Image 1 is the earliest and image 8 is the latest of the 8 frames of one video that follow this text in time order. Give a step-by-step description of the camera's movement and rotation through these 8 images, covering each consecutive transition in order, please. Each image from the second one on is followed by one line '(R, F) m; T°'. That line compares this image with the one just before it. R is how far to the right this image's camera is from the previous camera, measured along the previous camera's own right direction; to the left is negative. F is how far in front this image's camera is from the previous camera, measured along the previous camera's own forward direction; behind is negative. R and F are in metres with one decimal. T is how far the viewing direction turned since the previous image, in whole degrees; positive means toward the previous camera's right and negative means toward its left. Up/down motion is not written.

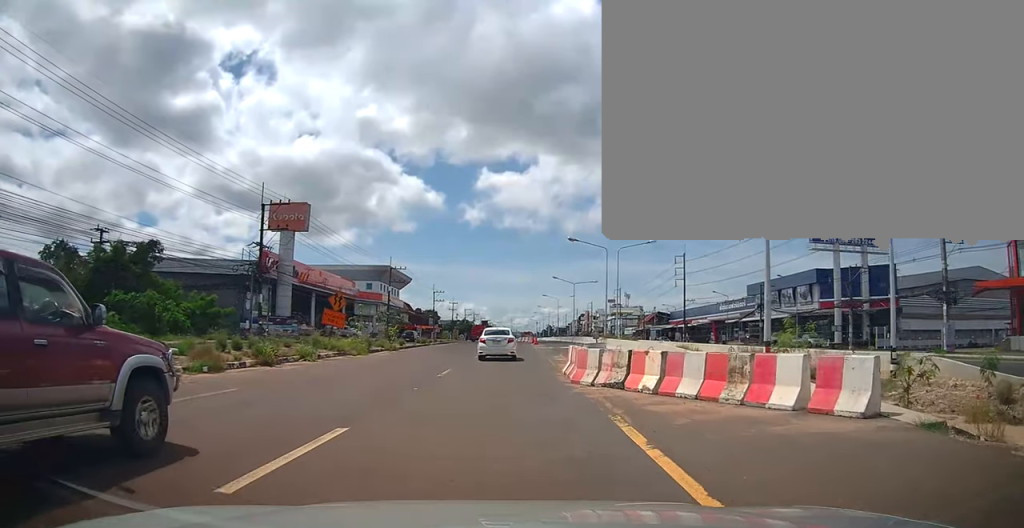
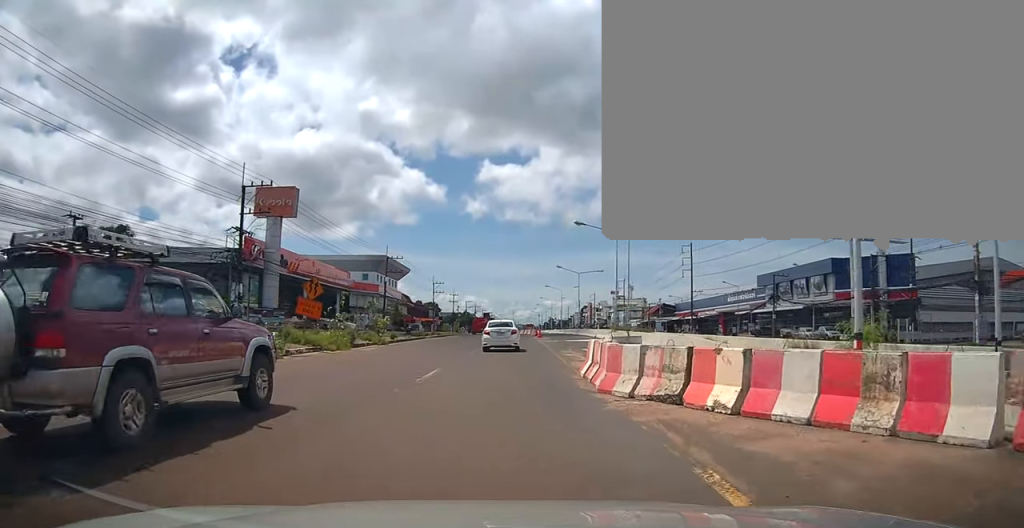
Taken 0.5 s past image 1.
(+0.3, +3.9) m; +2°
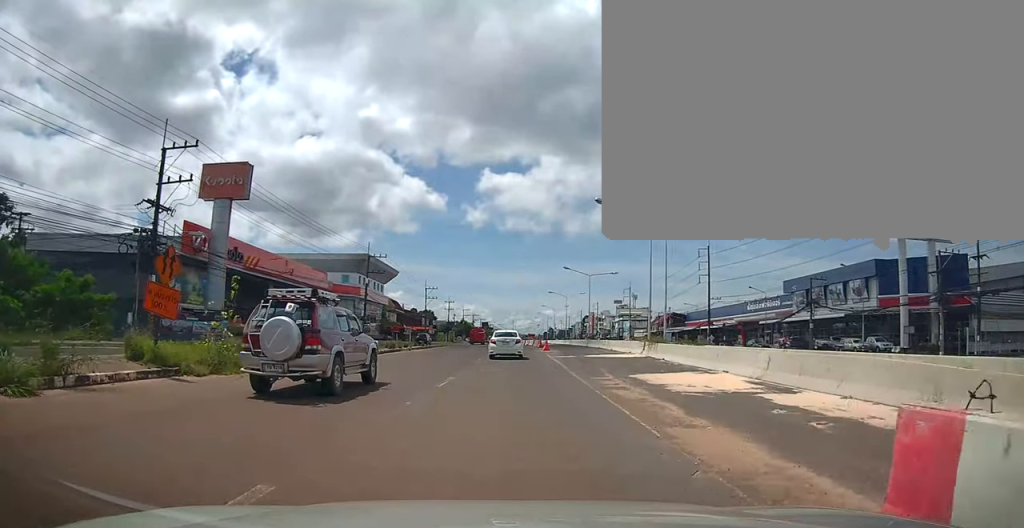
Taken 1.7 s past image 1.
(+0.4, +10.8) m; -3°
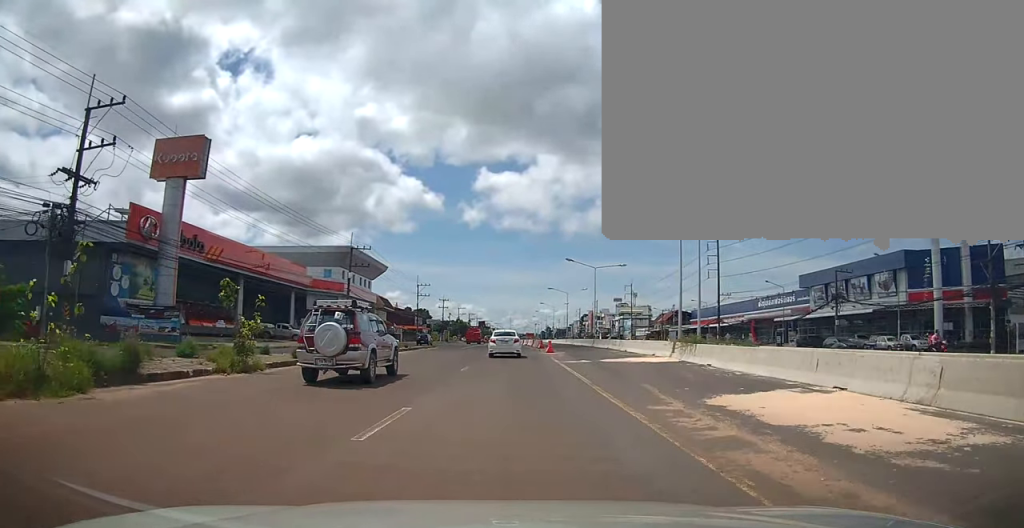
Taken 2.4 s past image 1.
(-0.5, +6.6) m; -1°
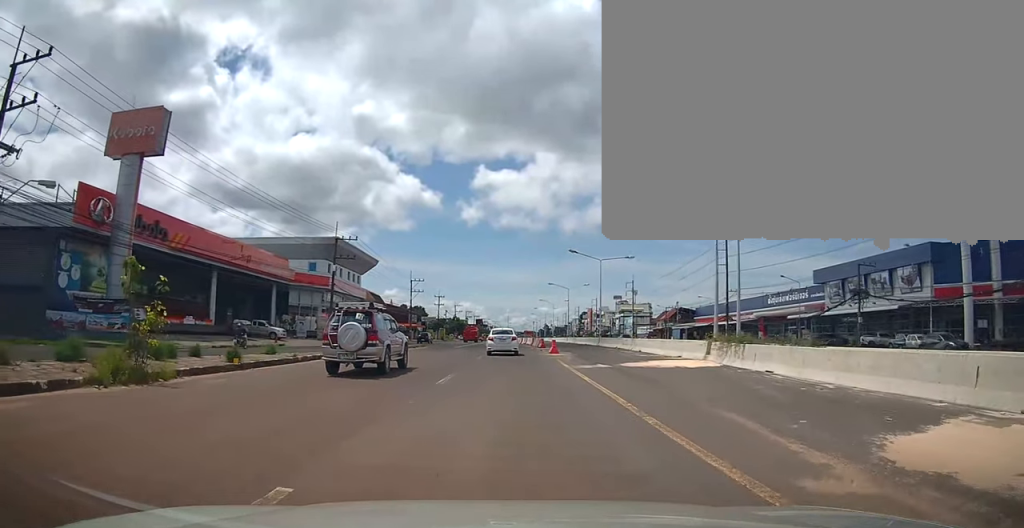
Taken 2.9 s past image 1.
(-0.3, +5.0) m; 0°
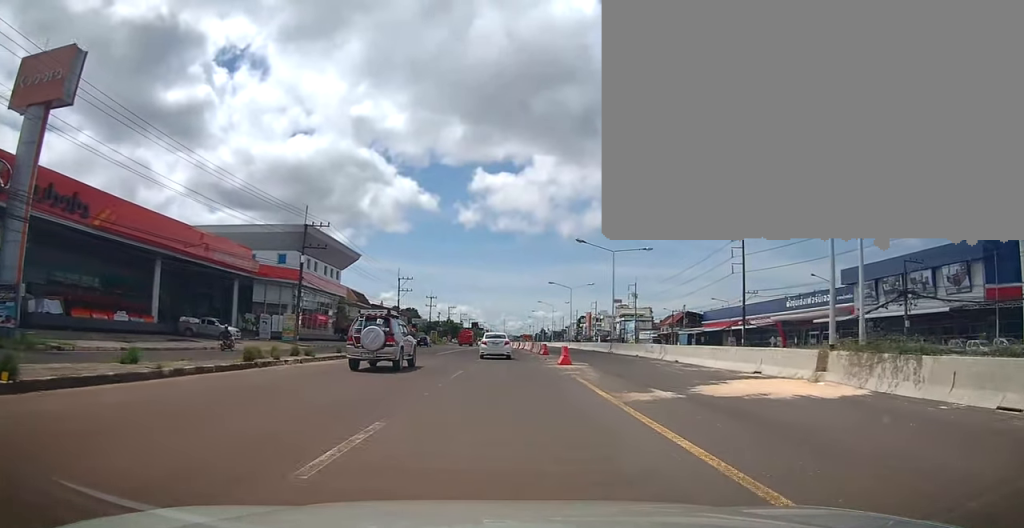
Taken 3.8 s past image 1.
(+0.7, +8.6) m; +4°
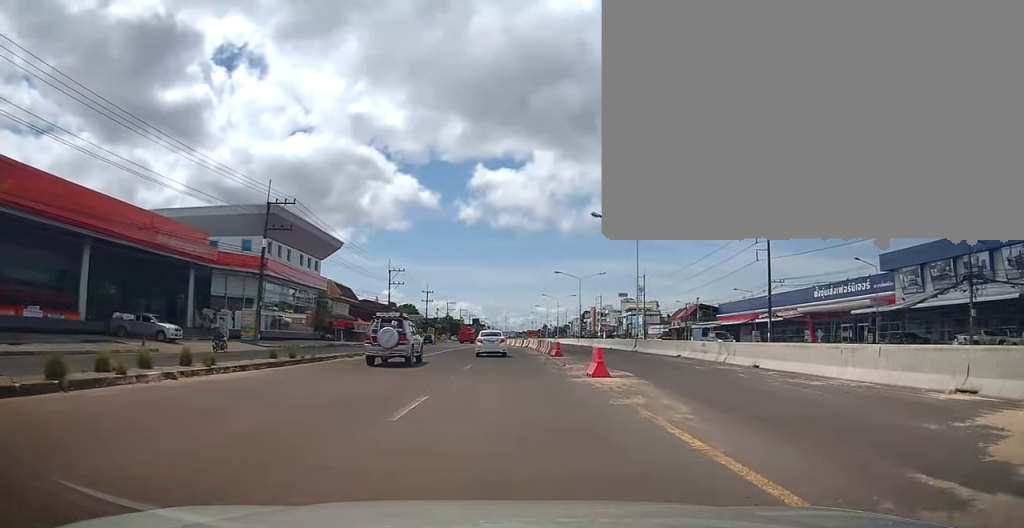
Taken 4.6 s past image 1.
(0.0, +8.8) m; 0°
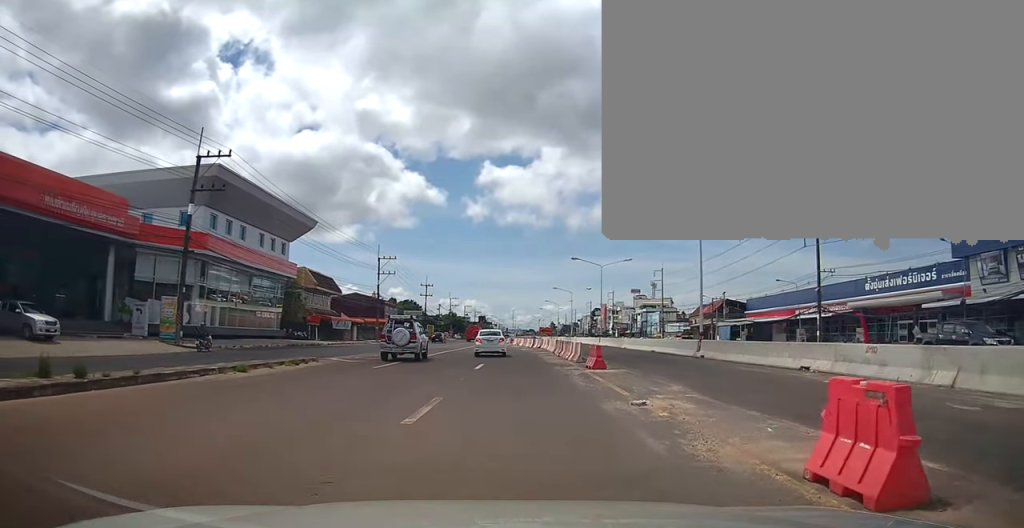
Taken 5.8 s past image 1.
(0.0, +12.0) m; -5°
